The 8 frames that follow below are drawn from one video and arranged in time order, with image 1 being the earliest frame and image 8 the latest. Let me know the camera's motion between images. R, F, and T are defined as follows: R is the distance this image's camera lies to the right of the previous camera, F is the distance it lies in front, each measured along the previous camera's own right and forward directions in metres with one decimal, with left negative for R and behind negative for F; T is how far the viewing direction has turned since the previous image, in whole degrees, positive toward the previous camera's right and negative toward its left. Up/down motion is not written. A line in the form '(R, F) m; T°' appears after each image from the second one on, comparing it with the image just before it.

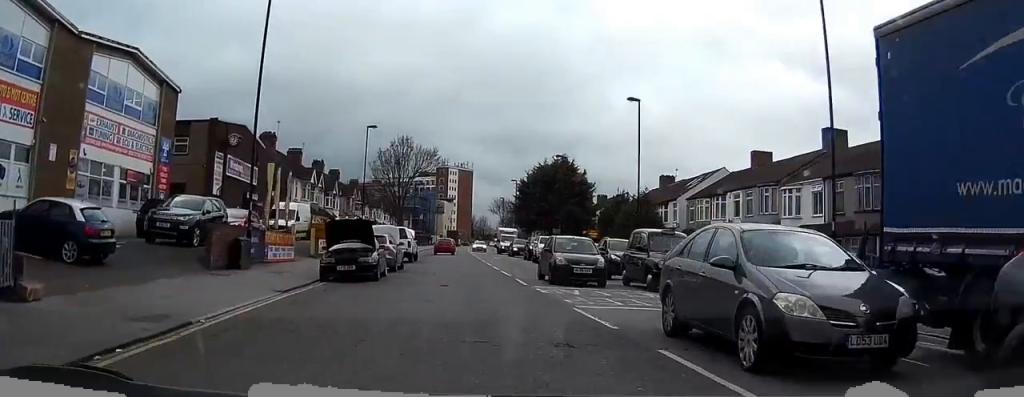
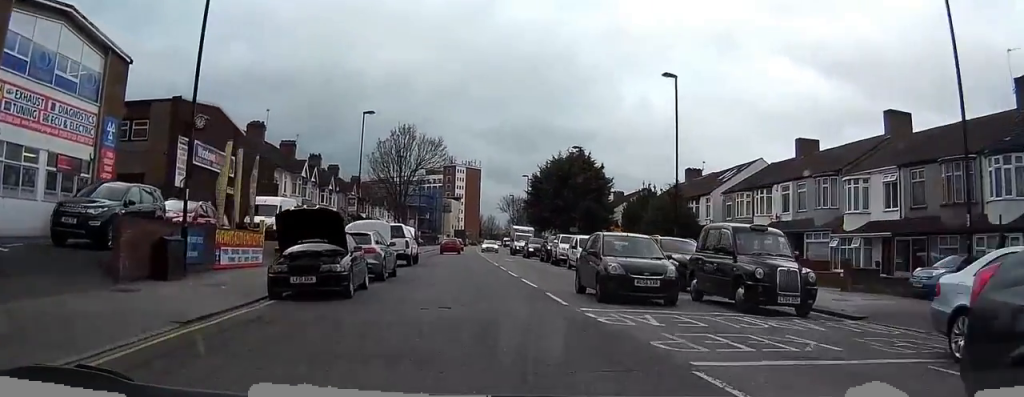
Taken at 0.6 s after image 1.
(0.0, +6.8) m; 0°
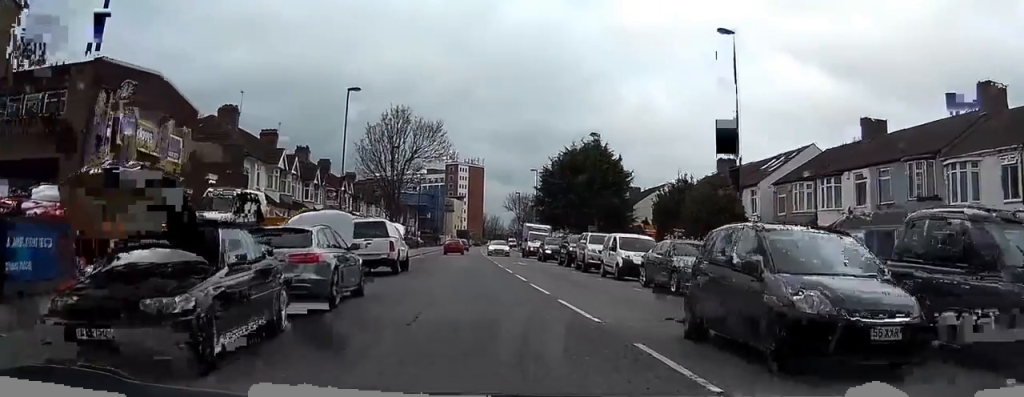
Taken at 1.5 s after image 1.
(0.0, +9.1) m; 0°
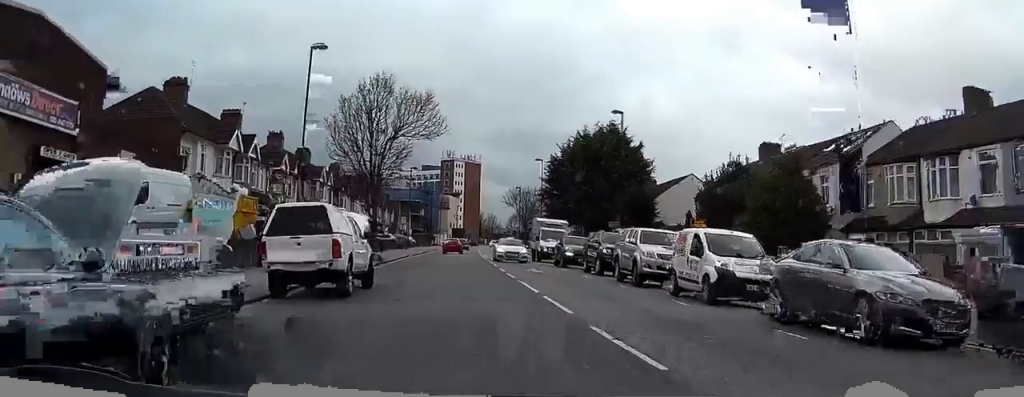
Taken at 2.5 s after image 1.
(0.0, +10.6) m; 0°
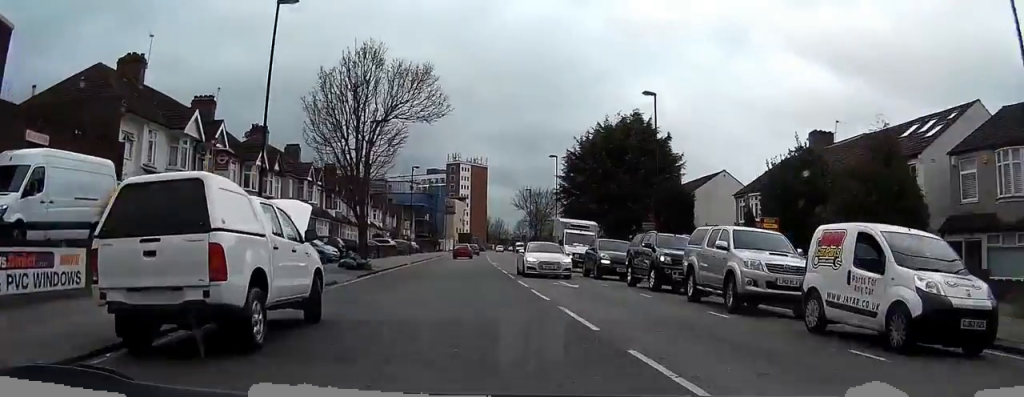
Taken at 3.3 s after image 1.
(0.0, +7.5) m; 0°
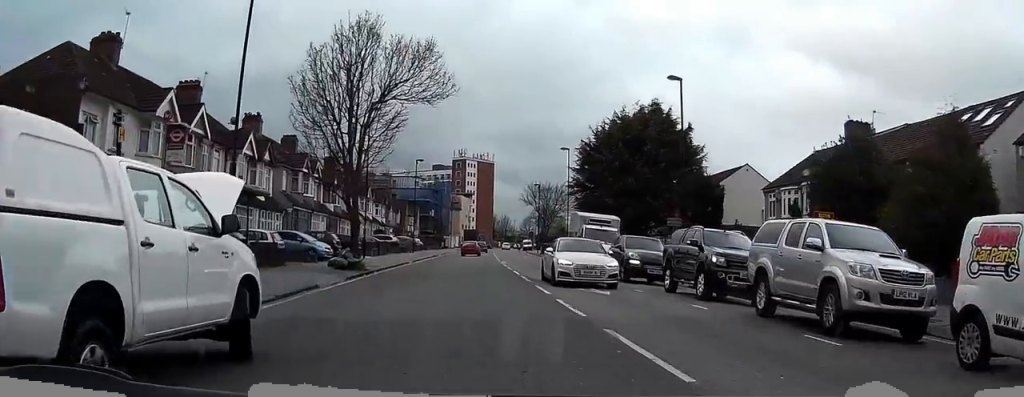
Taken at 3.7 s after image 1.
(+0.1, +4.1) m; 0°
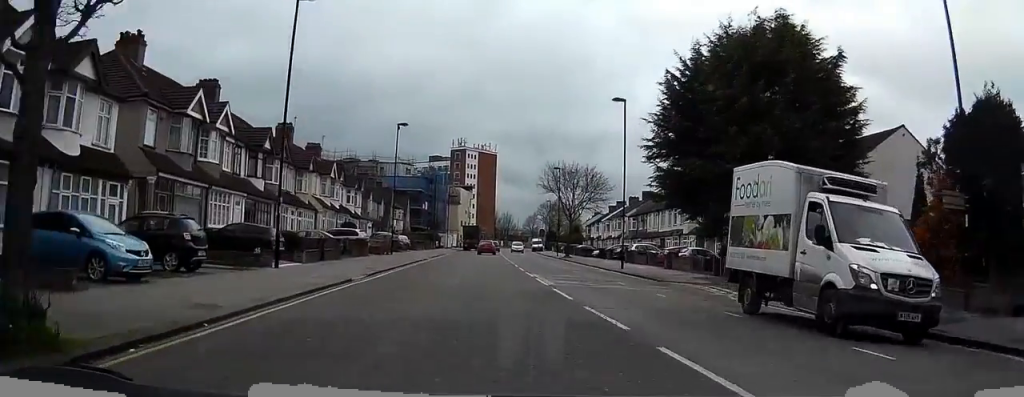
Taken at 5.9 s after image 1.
(0.0, +23.6) m; 0°
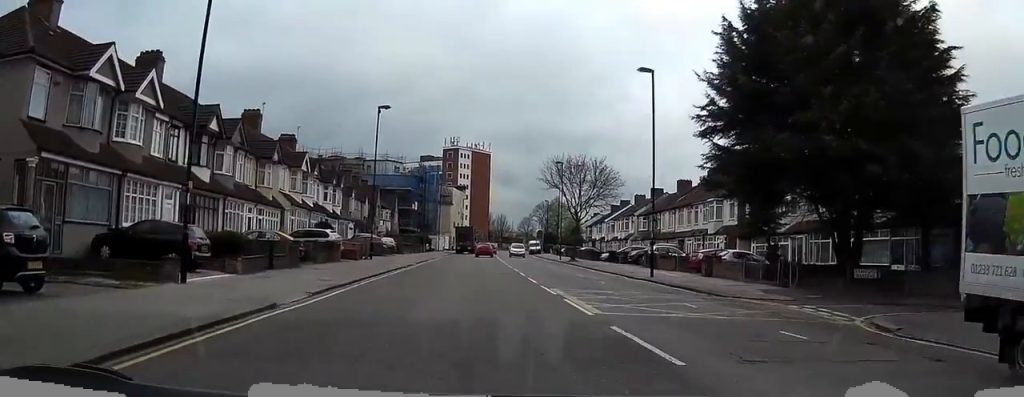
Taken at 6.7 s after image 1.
(0.0, +8.5) m; 0°
